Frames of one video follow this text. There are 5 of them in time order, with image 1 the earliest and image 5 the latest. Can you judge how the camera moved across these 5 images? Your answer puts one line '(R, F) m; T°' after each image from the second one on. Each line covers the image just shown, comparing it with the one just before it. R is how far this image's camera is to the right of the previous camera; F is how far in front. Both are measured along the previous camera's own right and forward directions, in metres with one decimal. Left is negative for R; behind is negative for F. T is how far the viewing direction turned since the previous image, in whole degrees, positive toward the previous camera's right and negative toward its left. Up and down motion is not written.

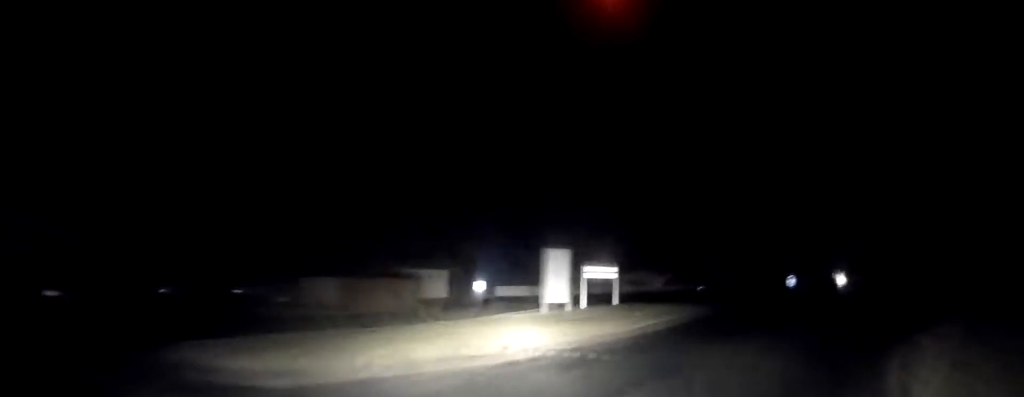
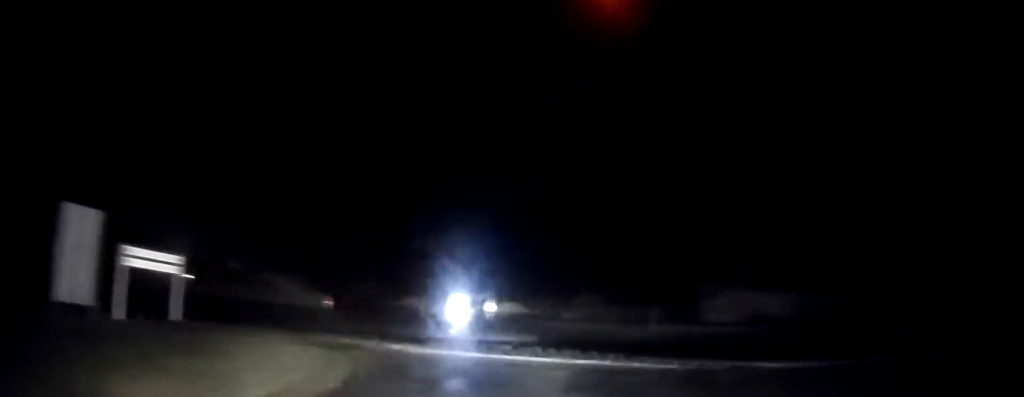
(+1.3, +11.2) m; +17°
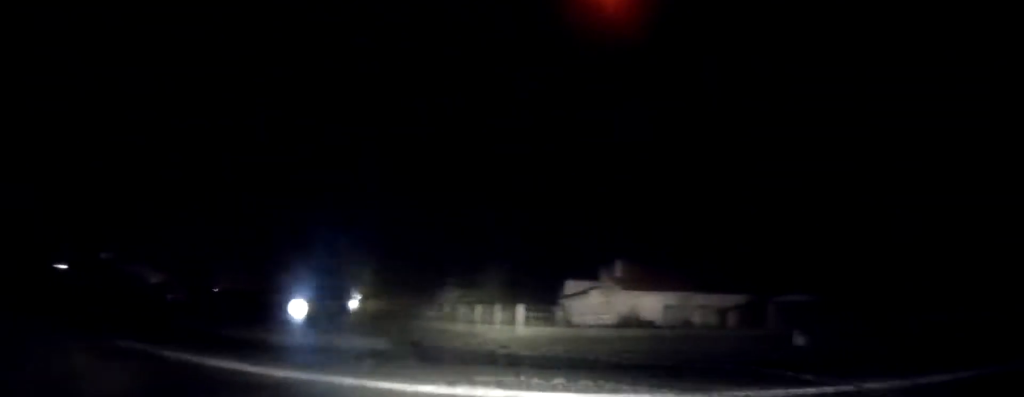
(+0.4, +3.7) m; +7°
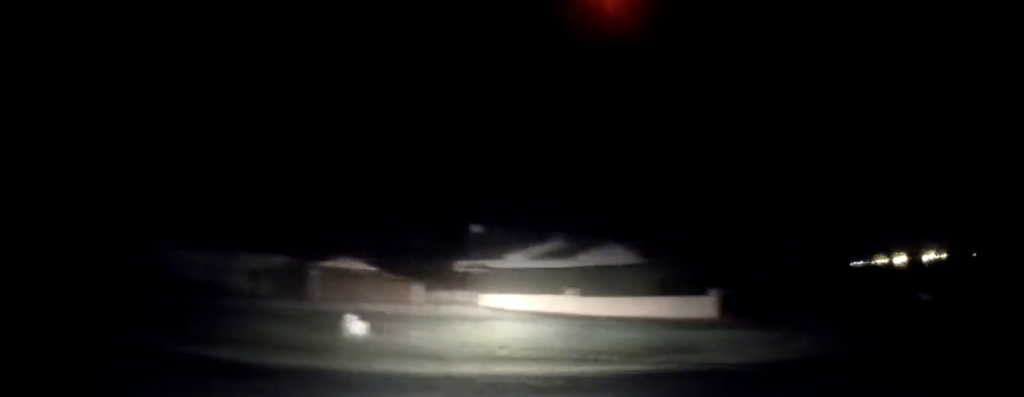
(+2.5, +9.4) m; +43°
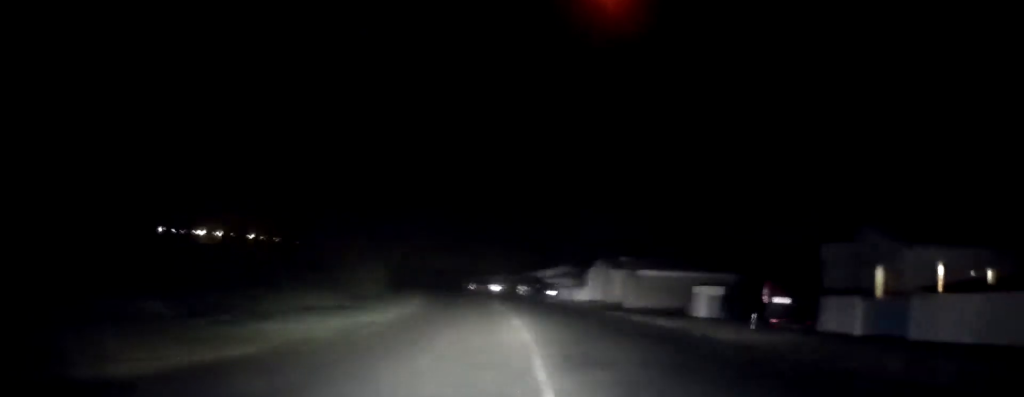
(+5.6, +8.3) m; +60°
